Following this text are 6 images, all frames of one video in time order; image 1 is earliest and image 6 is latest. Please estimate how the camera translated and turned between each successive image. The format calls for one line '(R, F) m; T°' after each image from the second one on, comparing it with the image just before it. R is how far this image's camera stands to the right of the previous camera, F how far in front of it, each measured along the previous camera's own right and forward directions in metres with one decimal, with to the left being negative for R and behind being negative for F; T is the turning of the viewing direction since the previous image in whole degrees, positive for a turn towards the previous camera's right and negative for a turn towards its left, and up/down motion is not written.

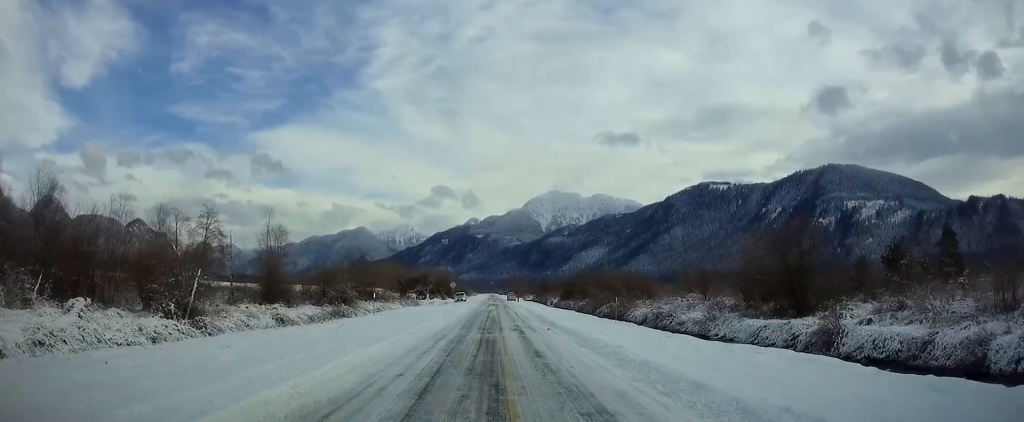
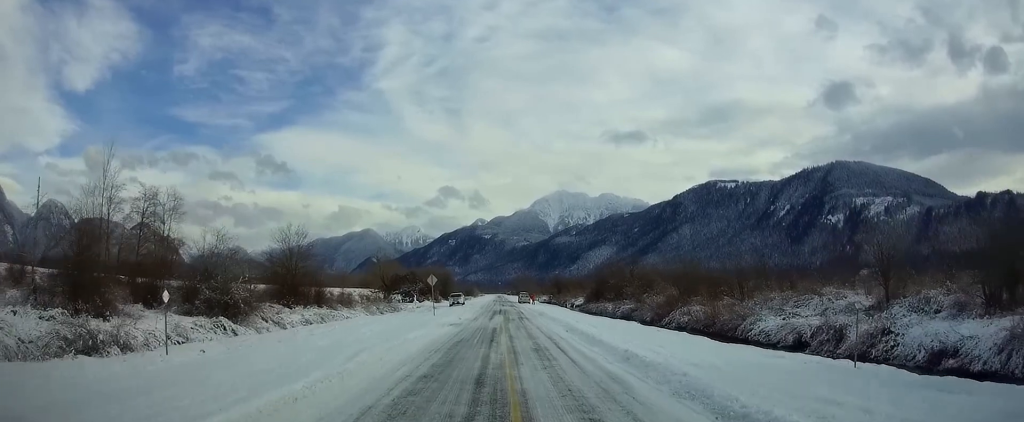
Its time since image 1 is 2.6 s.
(0.0, +29.9) m; 0°
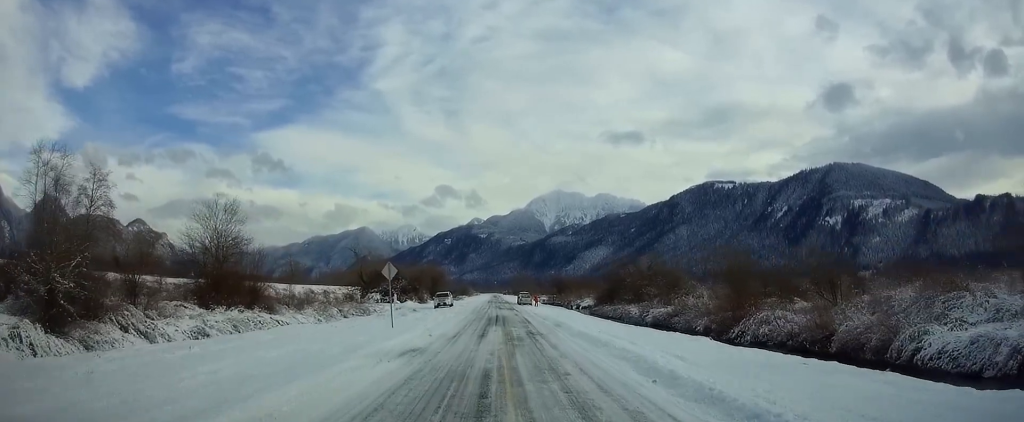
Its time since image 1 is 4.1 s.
(+0.1, +16.0) m; +1°
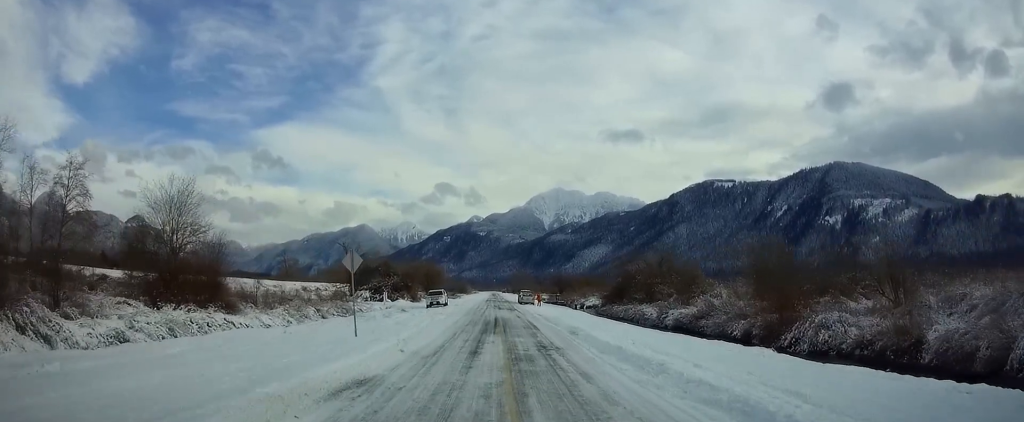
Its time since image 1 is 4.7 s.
(+0.1, +7.0) m; 0°
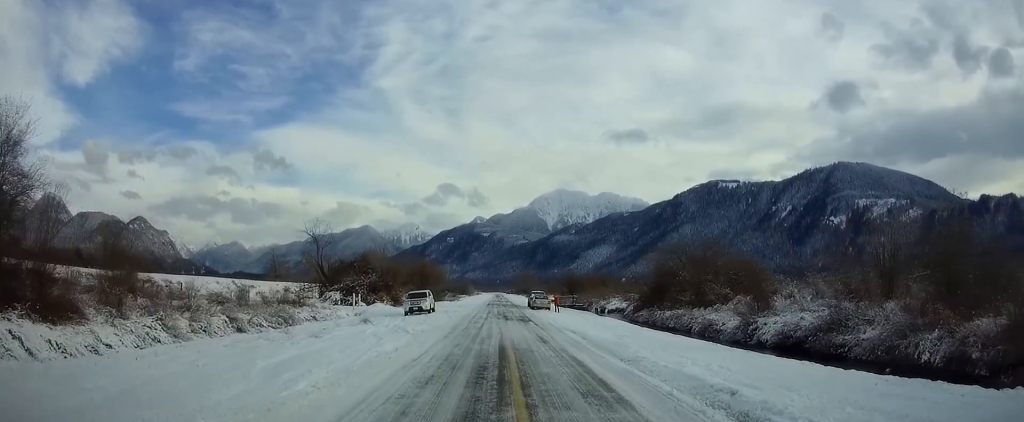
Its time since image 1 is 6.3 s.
(-0.1, +17.6) m; 0°
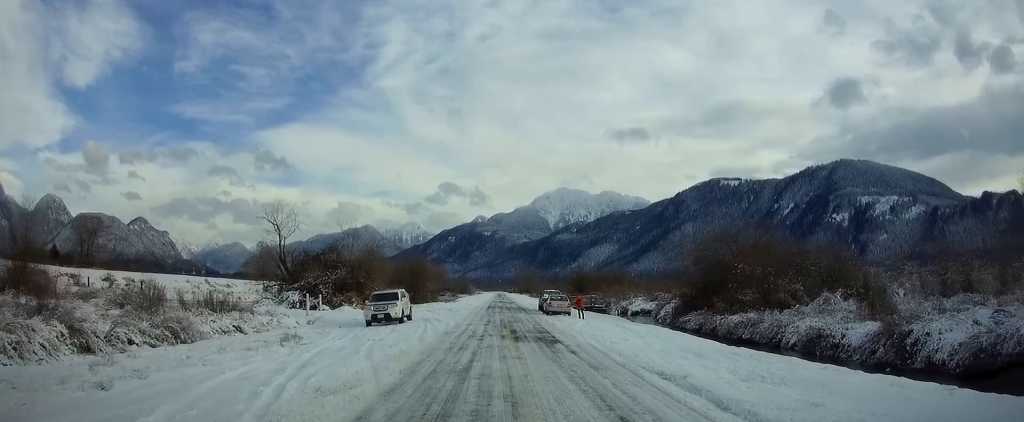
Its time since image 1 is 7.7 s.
(0.0, +14.4) m; +1°
